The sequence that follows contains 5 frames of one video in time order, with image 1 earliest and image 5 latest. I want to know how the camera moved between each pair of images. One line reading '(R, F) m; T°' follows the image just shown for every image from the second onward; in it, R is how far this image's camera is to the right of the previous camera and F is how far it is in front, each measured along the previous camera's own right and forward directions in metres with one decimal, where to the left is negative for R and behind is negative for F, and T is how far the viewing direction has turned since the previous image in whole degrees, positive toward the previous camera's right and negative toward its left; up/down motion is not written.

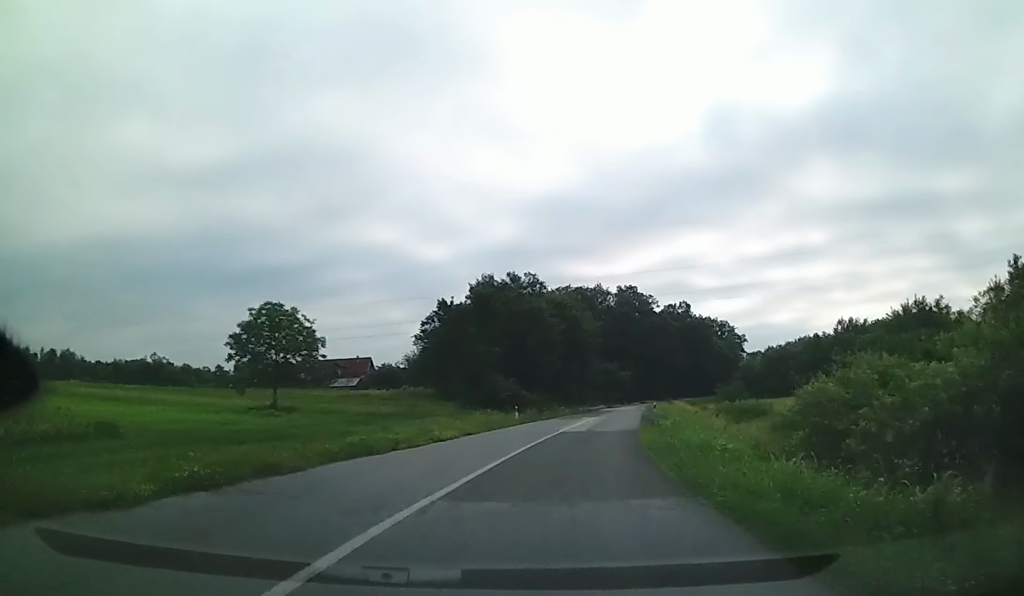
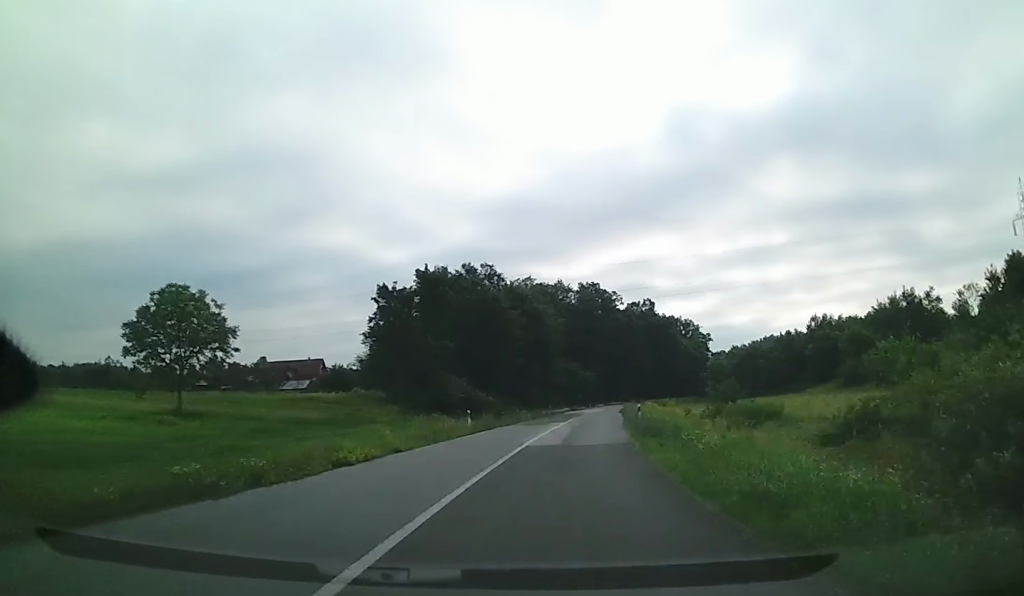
(0.0, +7.3) m; +4°
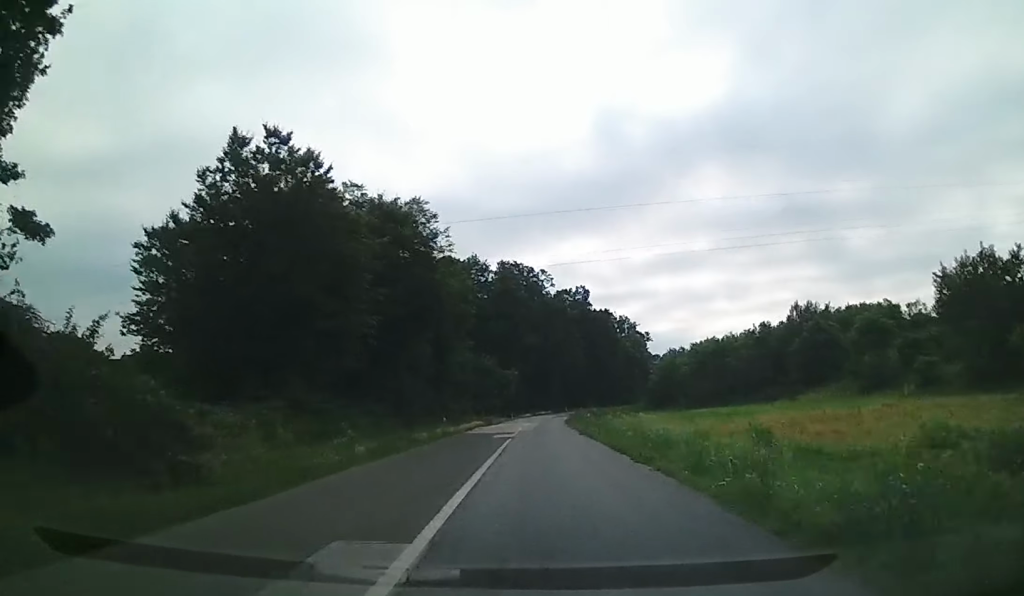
(+1.9, +31.4) m; +4°
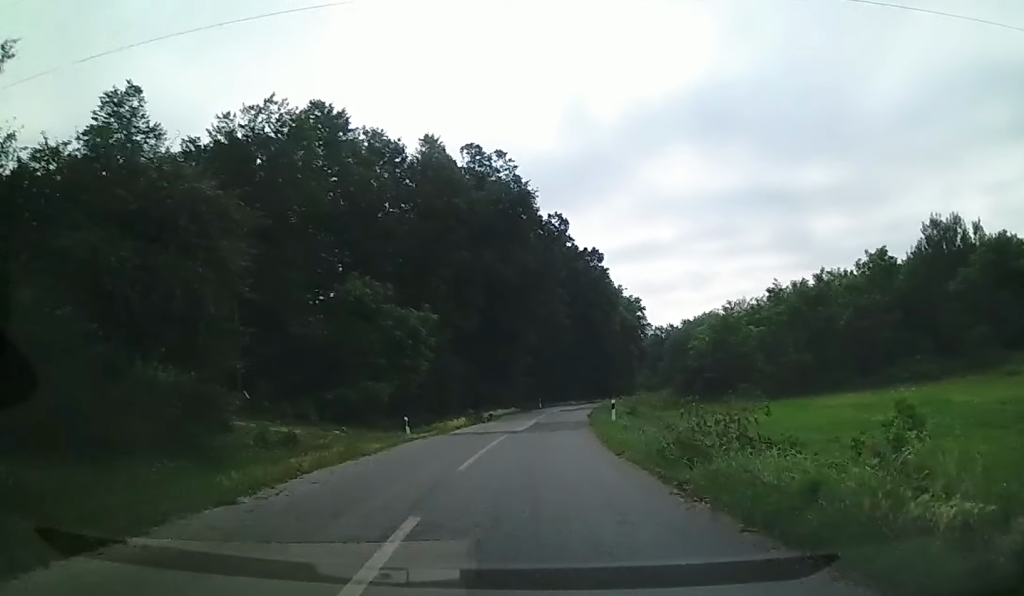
(+2.3, +52.5) m; +6°
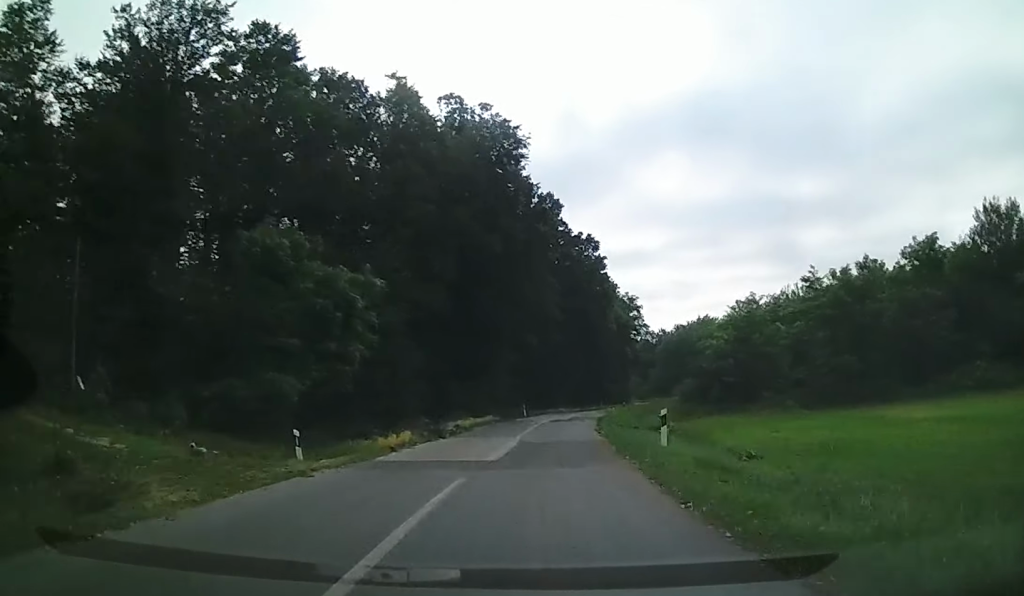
(+0.1, +11.6) m; +2°
